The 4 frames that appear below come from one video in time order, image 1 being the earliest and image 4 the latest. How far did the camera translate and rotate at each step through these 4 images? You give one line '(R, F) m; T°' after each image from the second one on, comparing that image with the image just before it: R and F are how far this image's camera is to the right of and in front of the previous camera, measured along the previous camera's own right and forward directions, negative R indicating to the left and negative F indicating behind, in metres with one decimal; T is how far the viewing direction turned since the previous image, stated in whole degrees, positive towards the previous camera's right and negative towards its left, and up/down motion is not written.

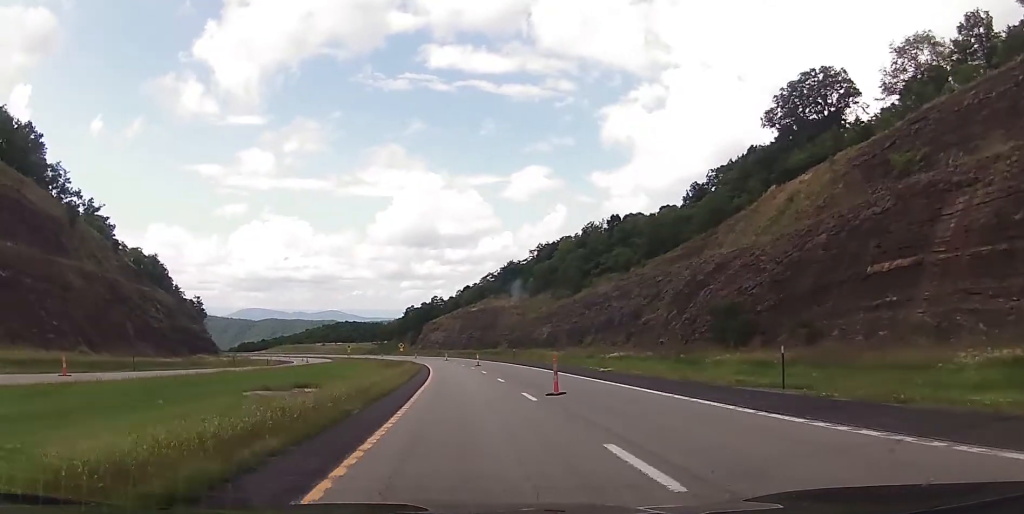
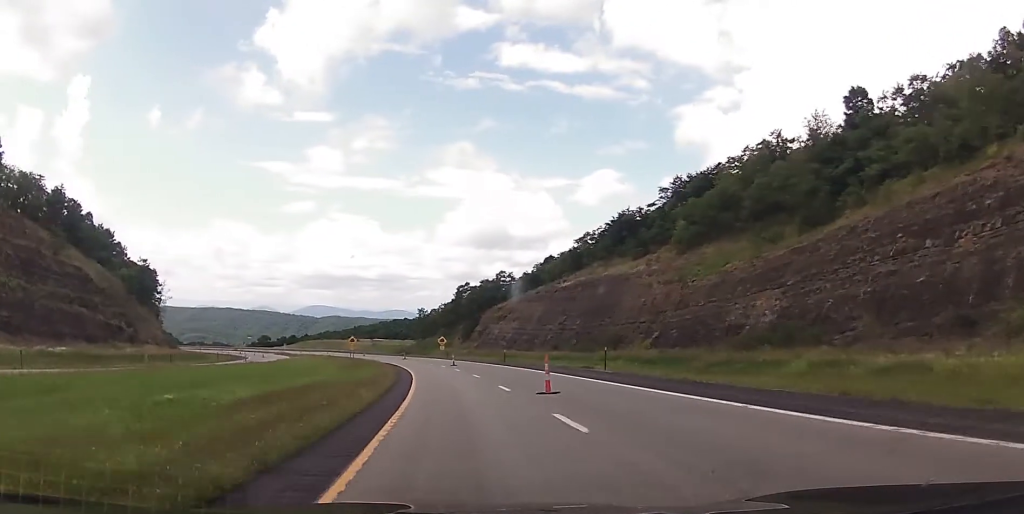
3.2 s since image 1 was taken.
(-2.5, +81.7) m; -5°
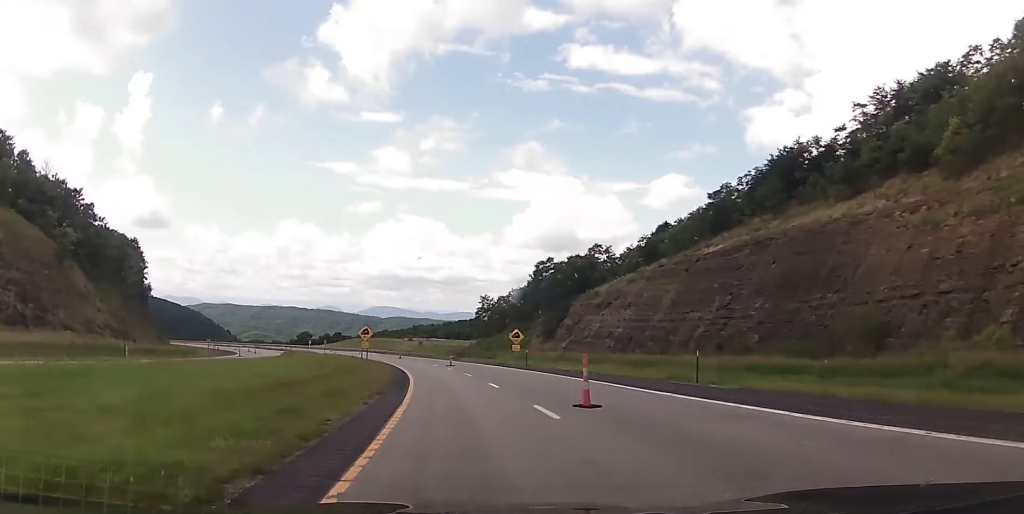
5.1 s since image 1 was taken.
(-1.2, +46.5) m; -4°
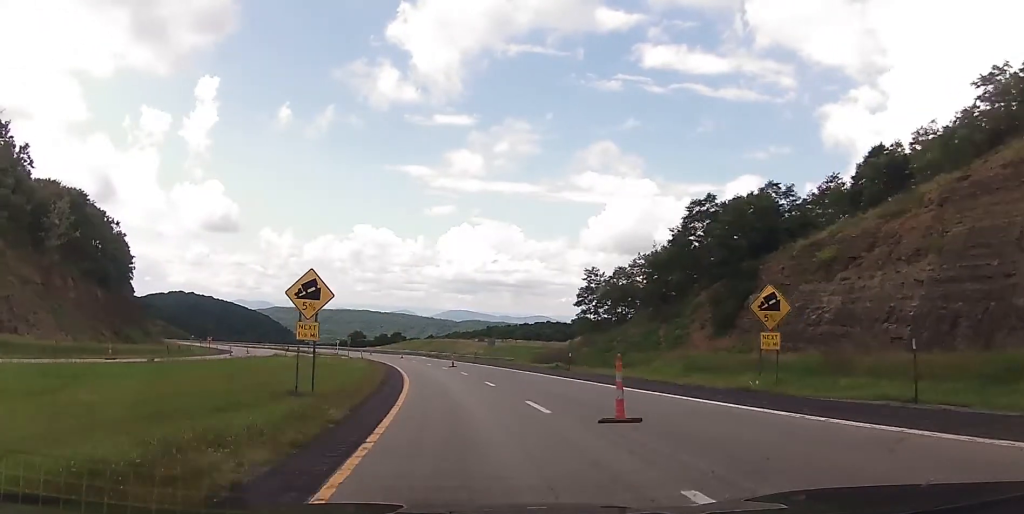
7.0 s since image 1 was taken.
(-2.1, +47.2) m; -6°
